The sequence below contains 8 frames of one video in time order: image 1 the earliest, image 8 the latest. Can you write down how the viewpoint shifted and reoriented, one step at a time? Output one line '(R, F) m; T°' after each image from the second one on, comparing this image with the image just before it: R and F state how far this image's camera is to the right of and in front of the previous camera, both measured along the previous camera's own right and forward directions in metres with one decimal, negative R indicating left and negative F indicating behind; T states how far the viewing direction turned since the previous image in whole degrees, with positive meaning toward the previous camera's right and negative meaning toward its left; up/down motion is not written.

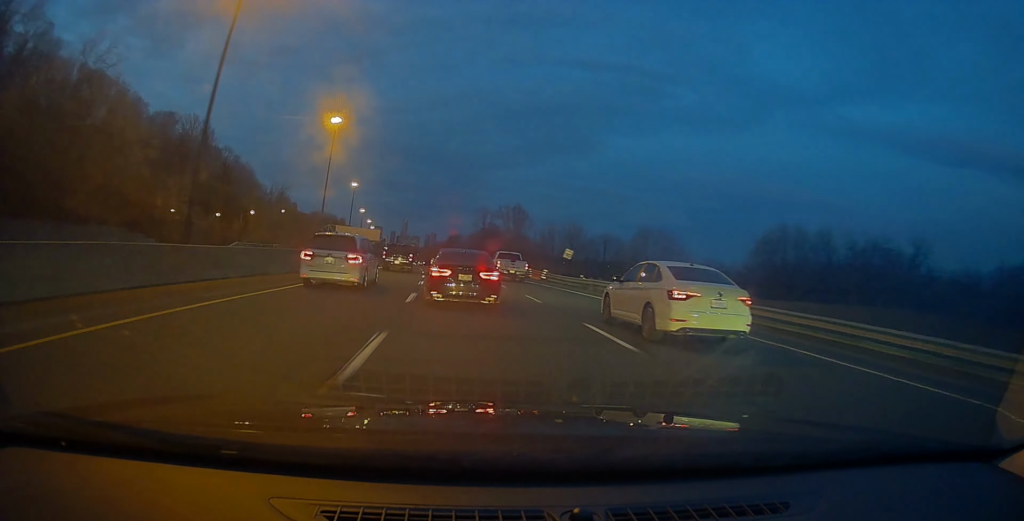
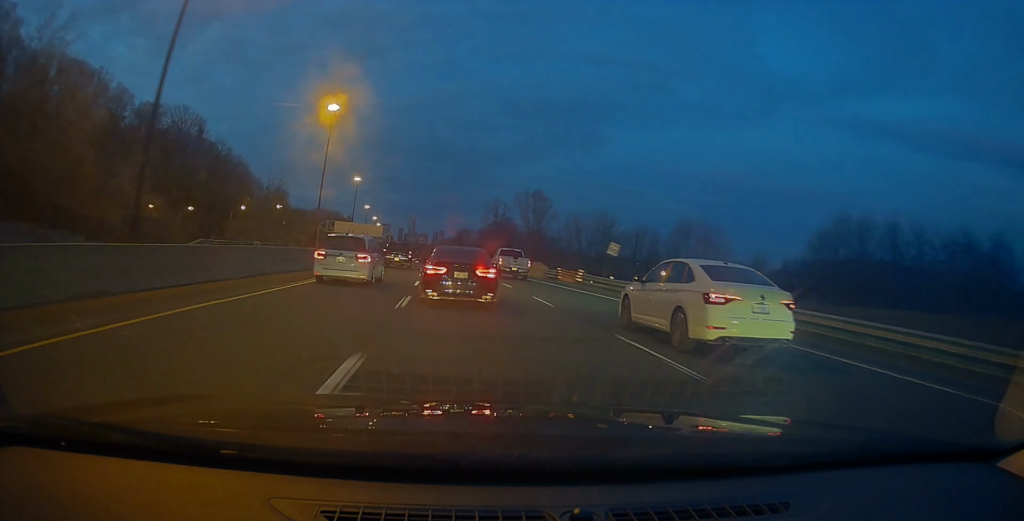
(+0.1, +11.1) m; -1°
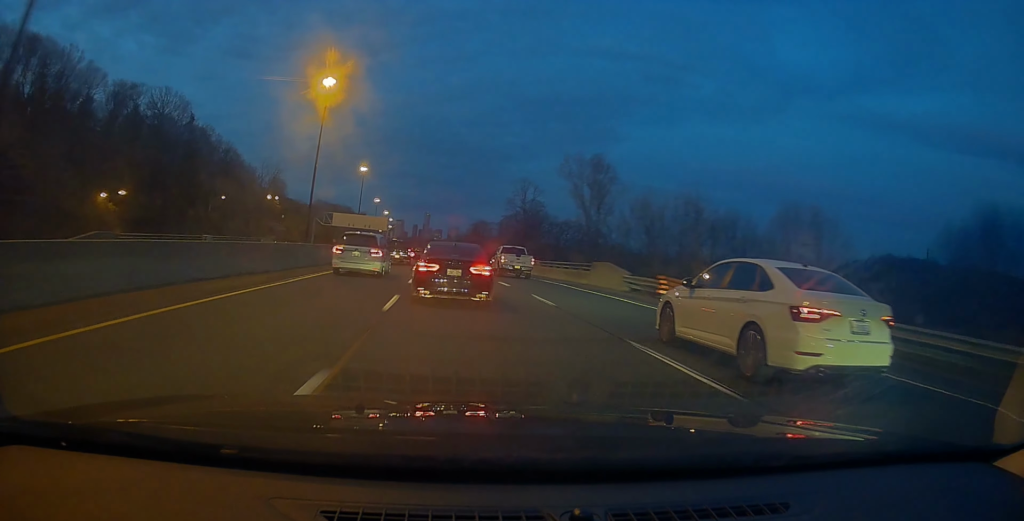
(-0.4, +19.1) m; -2°
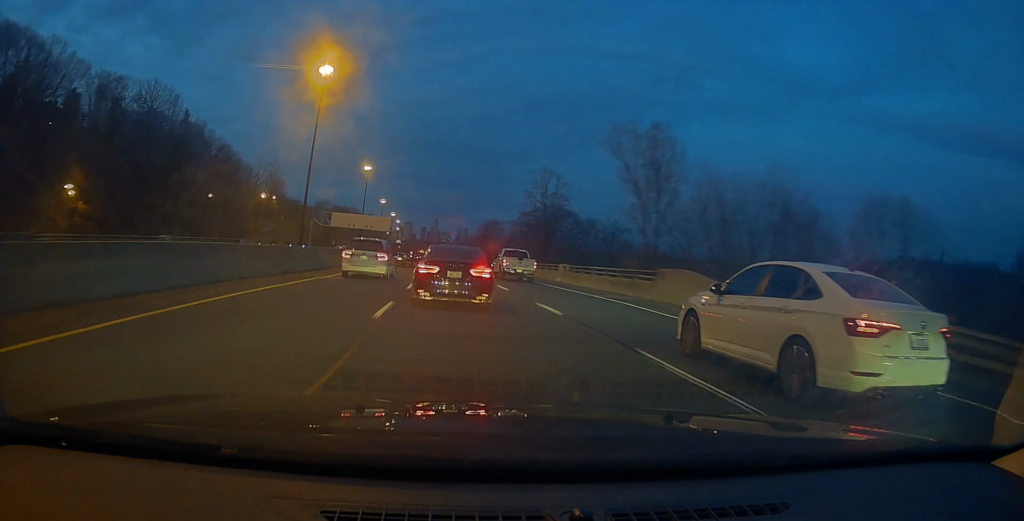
(0.0, +10.3) m; -1°
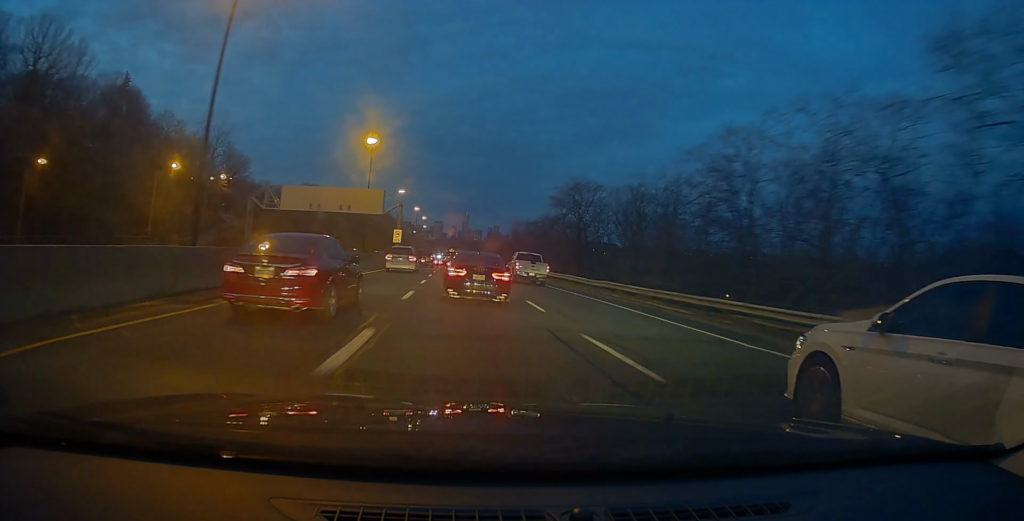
(-3.0, +55.9) m; -4°
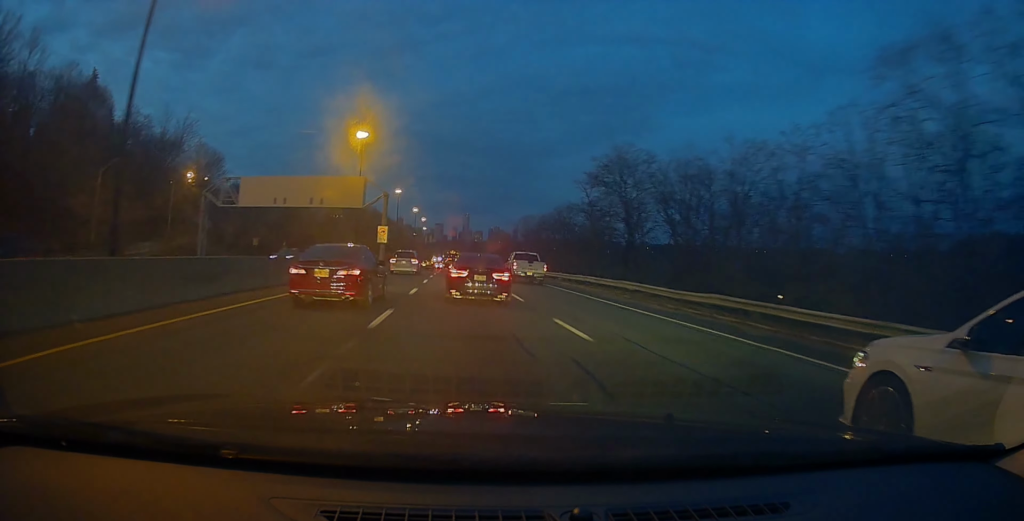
(0.0, +14.0) m; 0°
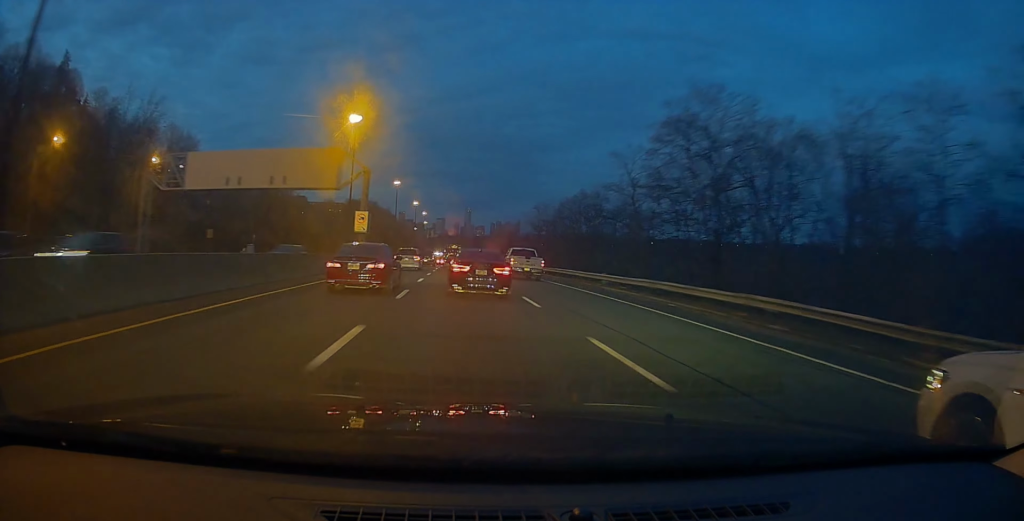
(0.0, +12.7) m; 0°
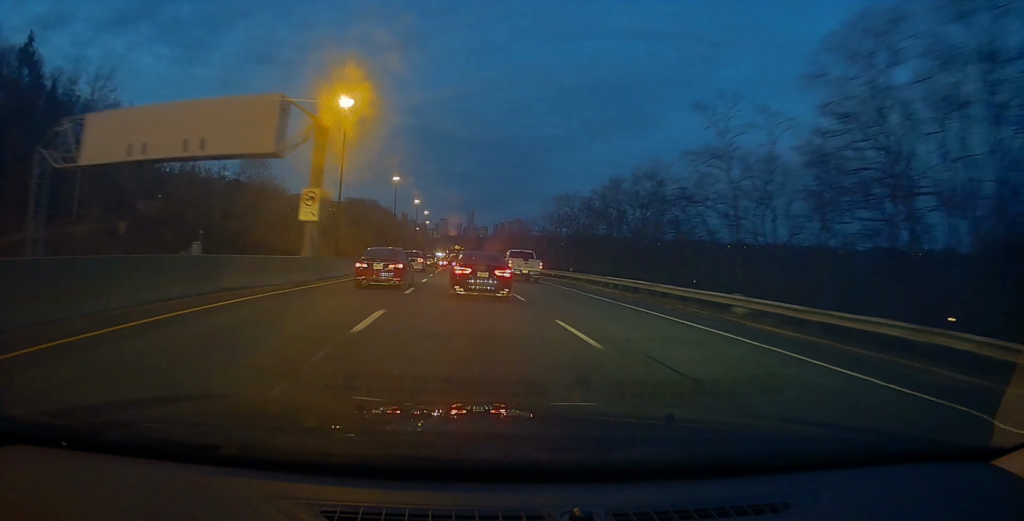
(0.0, +15.0) m; 0°
